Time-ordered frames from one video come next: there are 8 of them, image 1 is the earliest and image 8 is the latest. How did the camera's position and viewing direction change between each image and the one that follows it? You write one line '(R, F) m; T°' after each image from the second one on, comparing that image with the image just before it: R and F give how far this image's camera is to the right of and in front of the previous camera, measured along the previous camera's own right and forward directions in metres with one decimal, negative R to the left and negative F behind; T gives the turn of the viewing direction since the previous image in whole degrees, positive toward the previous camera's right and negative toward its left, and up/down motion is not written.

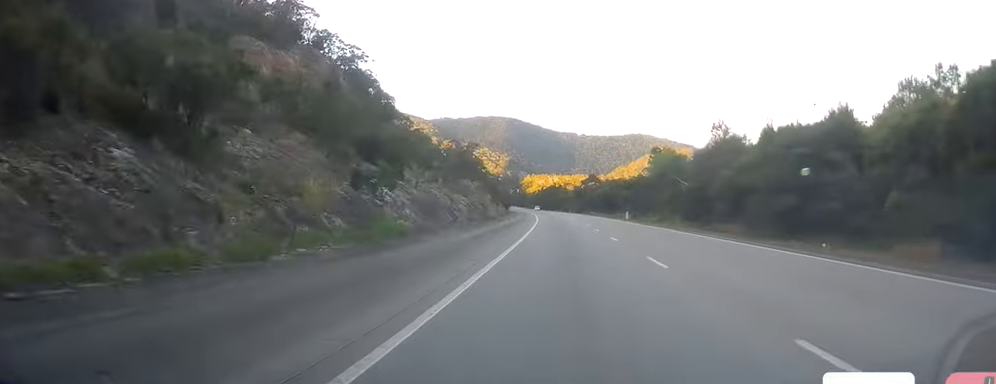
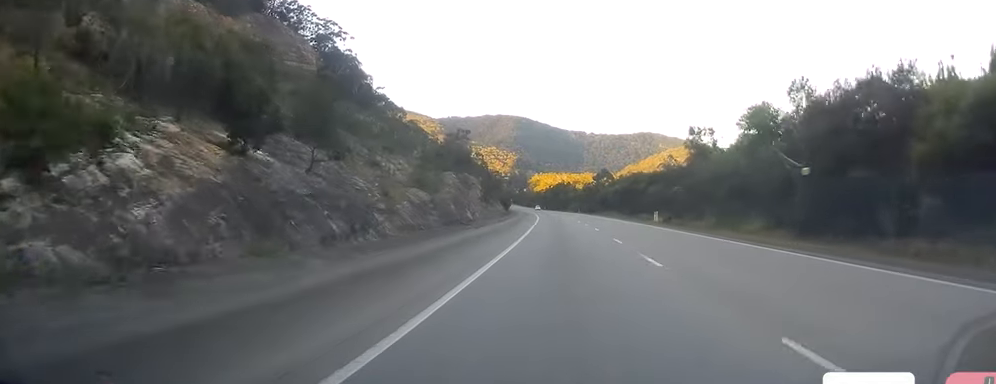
(+0.1, +23.8) m; 0°
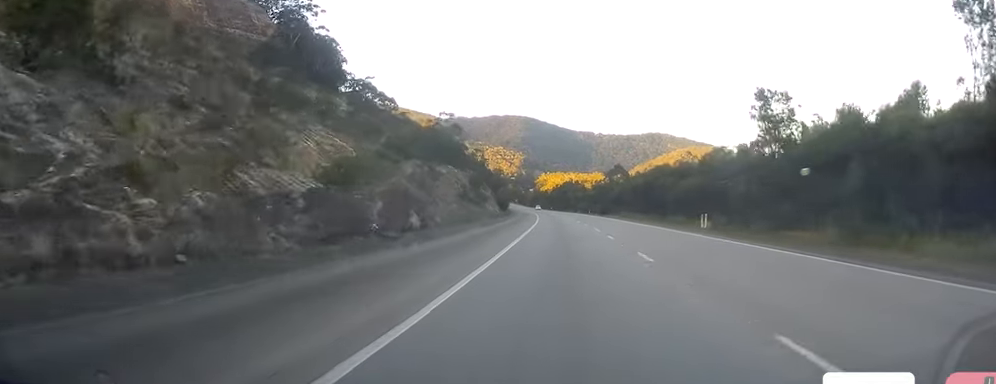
(-0.1, +23.0) m; -1°
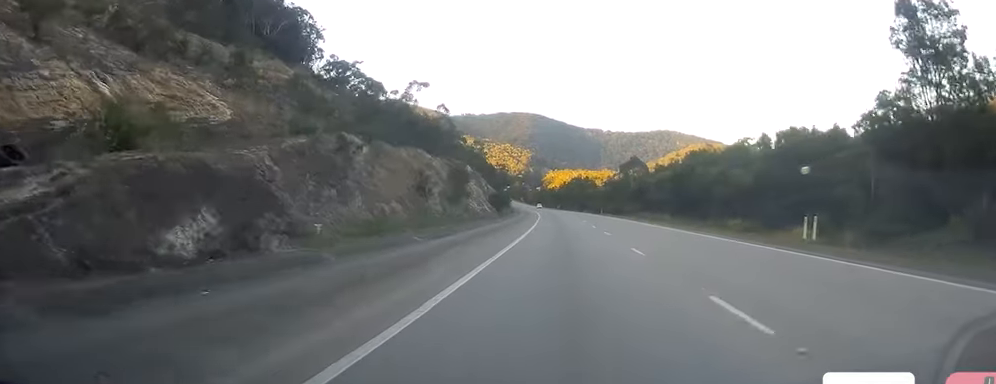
(-0.3, +22.0) m; -1°
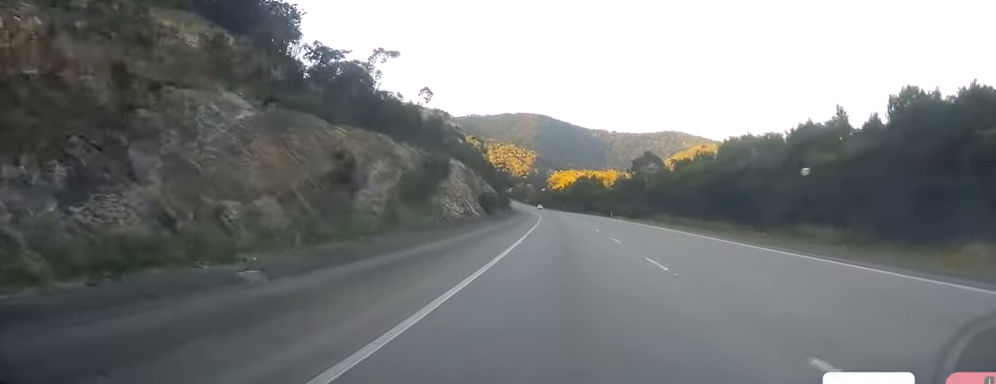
(-0.5, +16.3) m; 0°
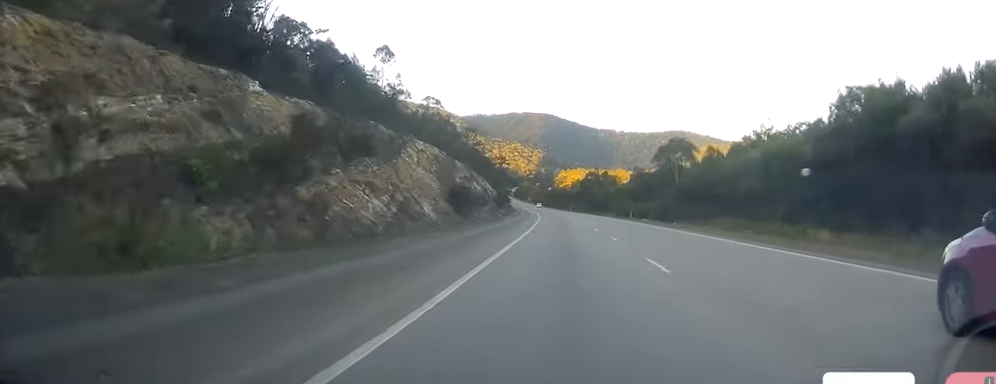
(+0.4, +24.9) m; +1°
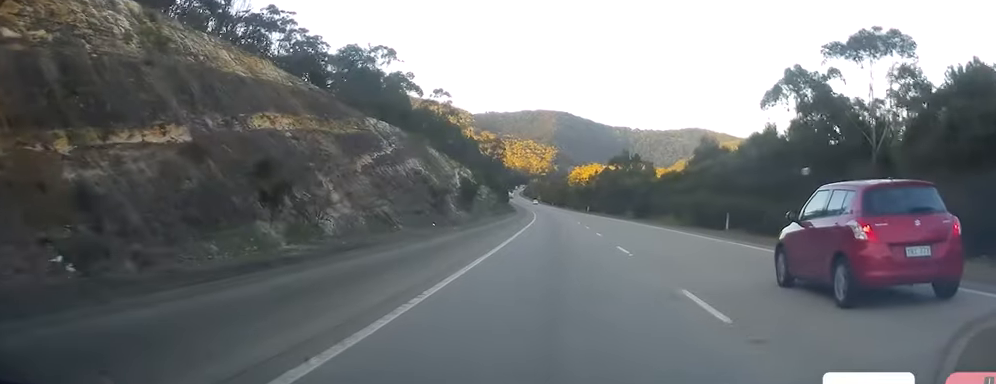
(-0.1, +54.6) m; -1°
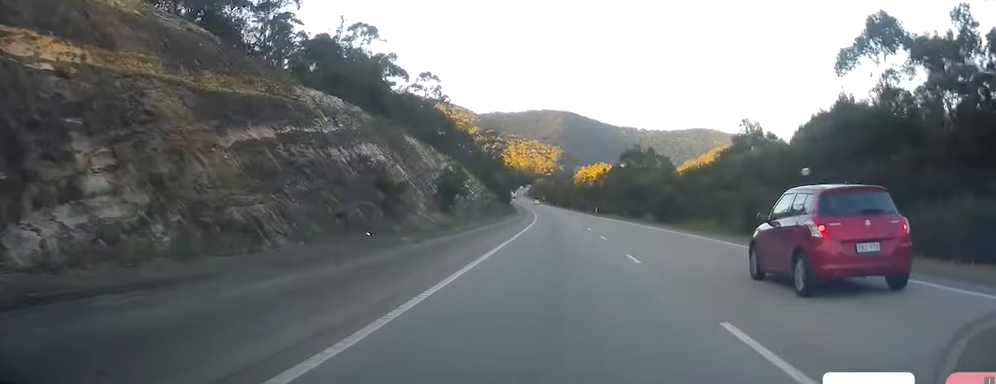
(0.0, +15.2) m; -1°
